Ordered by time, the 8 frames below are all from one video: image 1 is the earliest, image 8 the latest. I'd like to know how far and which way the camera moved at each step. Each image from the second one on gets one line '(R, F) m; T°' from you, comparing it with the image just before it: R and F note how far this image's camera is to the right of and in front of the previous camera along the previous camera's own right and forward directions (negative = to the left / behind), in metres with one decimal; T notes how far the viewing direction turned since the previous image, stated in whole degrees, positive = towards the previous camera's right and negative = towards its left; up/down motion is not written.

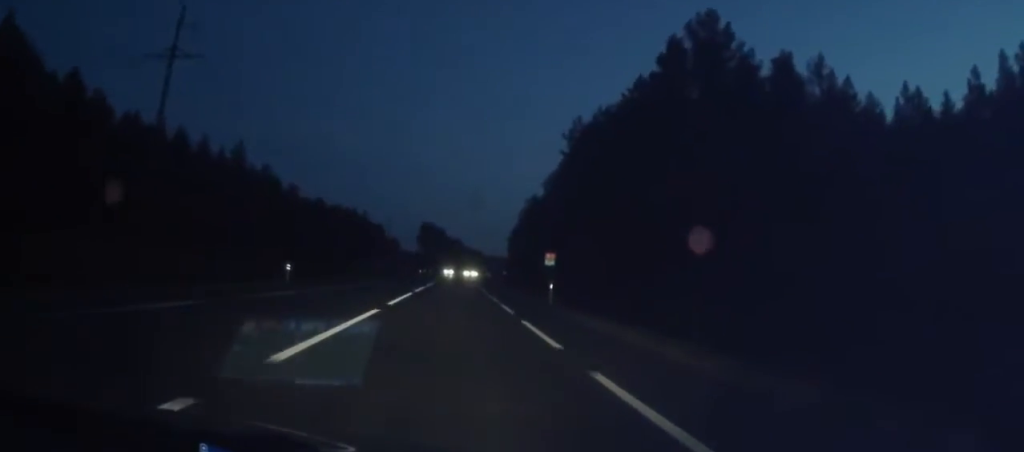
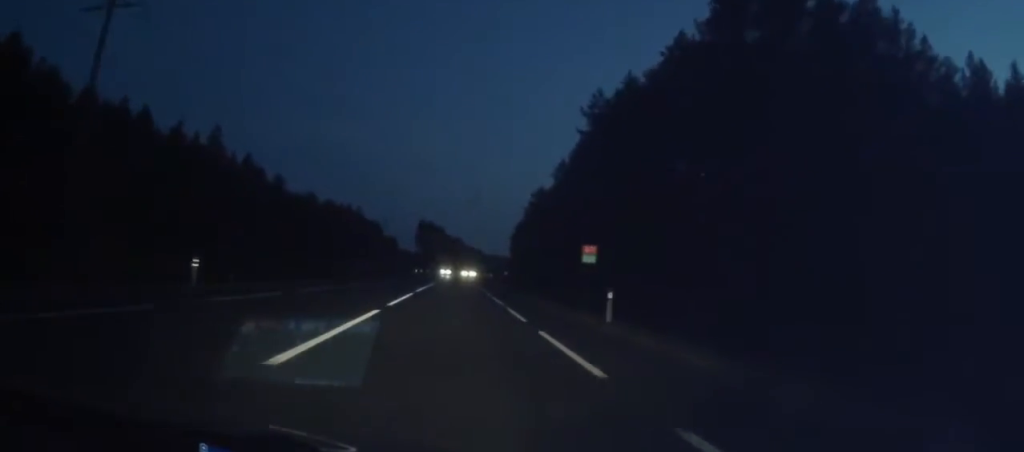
(0.0, +12.0) m; 0°
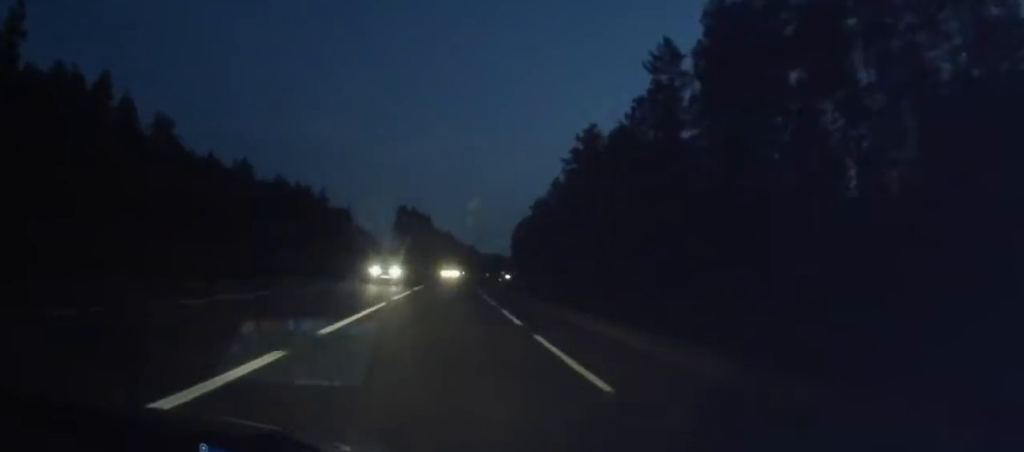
(0.0, +55.2) m; 0°
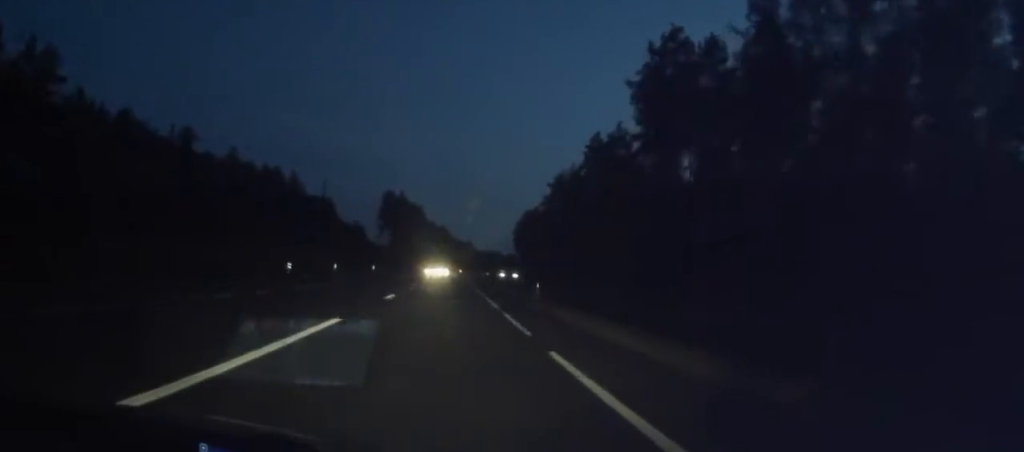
(+0.1, +30.2) m; +1°
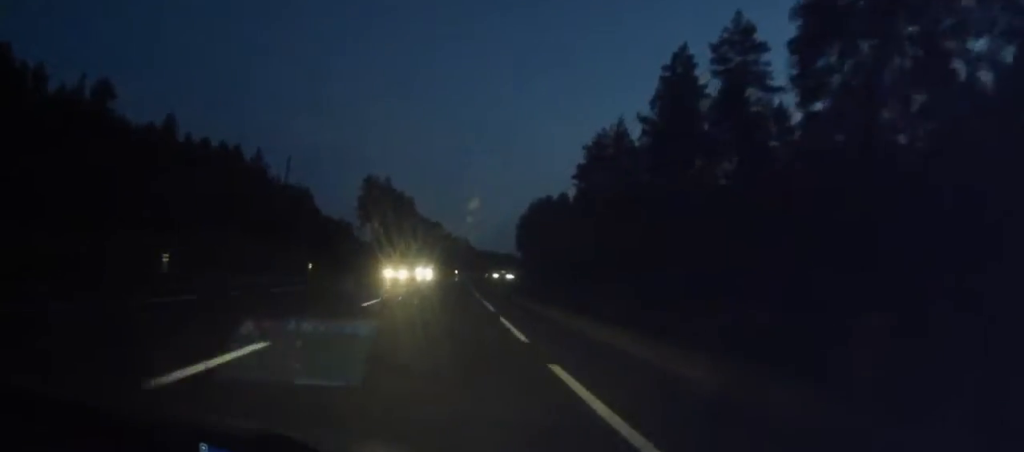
(+0.2, +28.3) m; +1°
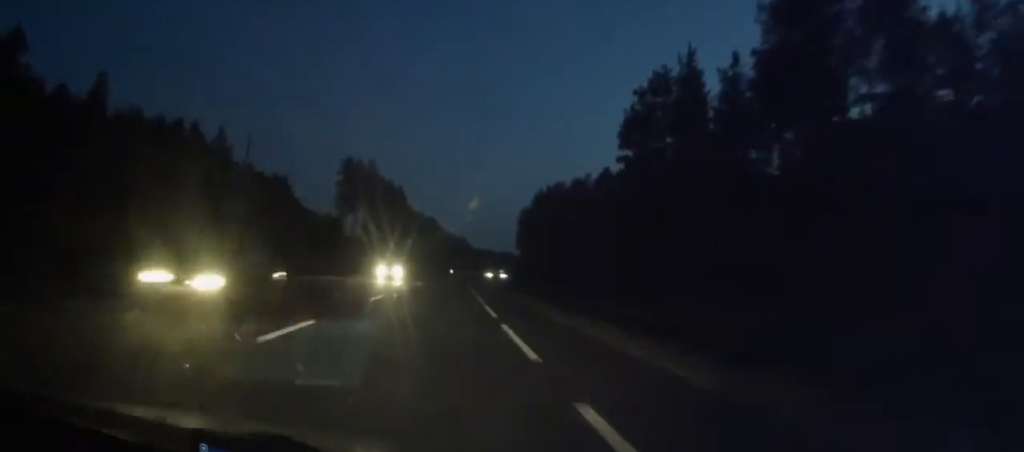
(0.0, +20.8) m; 0°
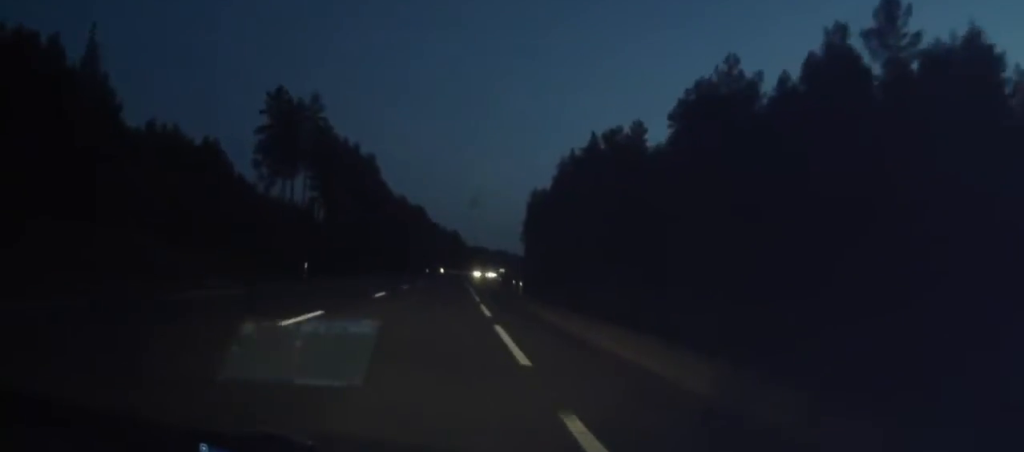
(+0.4, +45.6) m; +1°
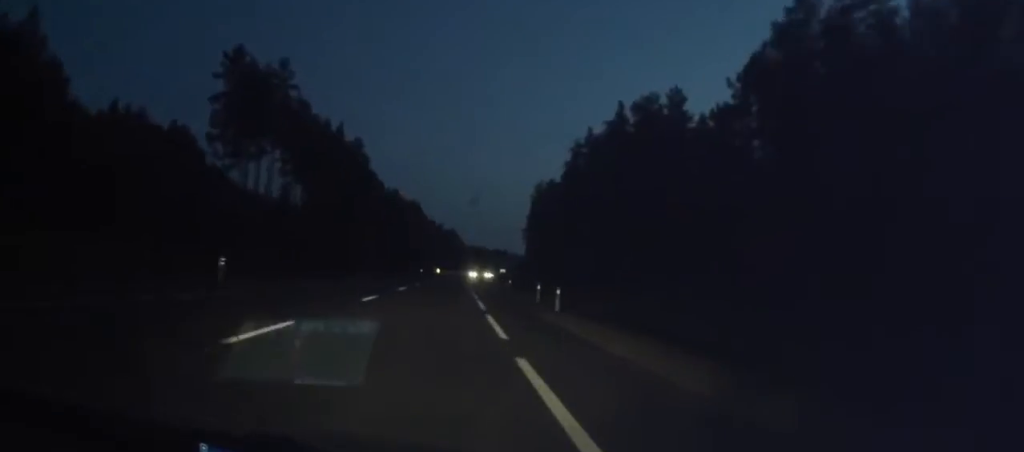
(0.0, +14.3) m; 0°
